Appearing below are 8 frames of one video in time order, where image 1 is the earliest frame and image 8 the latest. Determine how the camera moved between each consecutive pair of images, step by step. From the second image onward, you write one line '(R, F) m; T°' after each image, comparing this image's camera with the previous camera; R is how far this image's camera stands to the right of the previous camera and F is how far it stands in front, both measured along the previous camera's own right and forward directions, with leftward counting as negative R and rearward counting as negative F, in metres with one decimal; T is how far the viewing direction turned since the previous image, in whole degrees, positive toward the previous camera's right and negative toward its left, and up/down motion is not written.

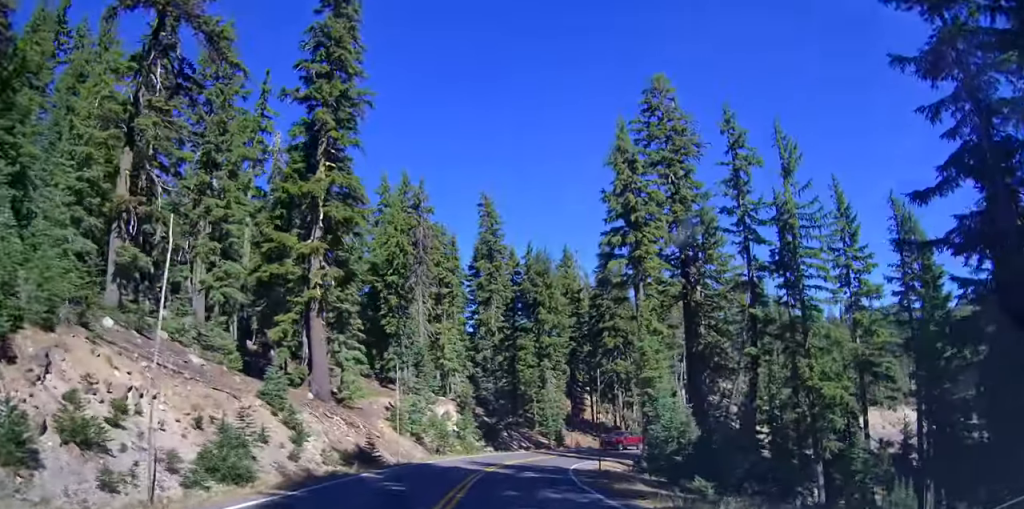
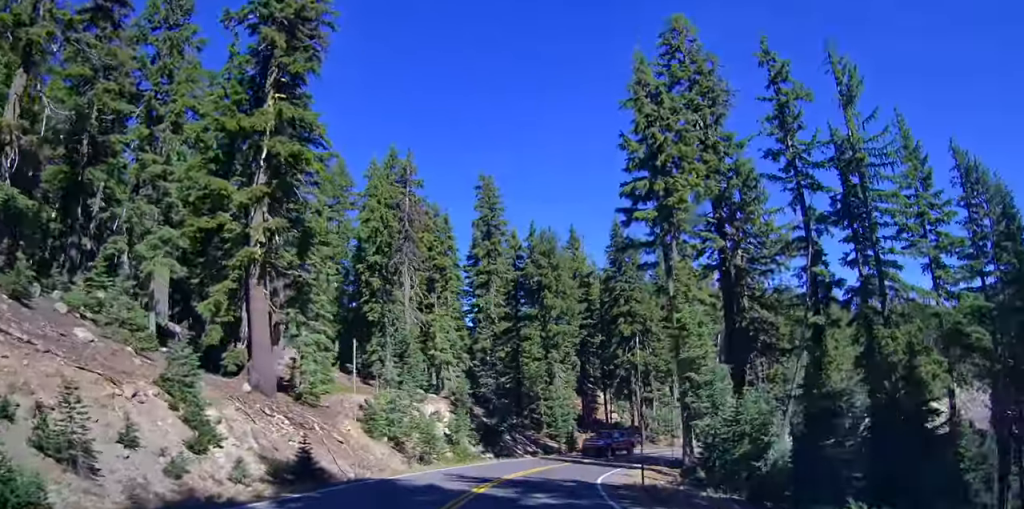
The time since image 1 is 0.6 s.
(-0.3, +7.5) m; -1°
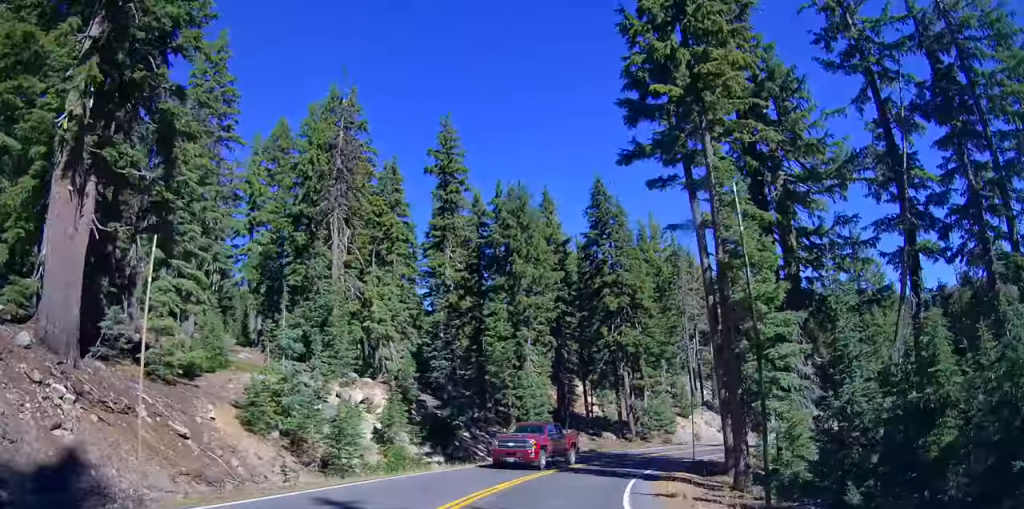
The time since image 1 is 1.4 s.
(+0.1, +10.6) m; +5°
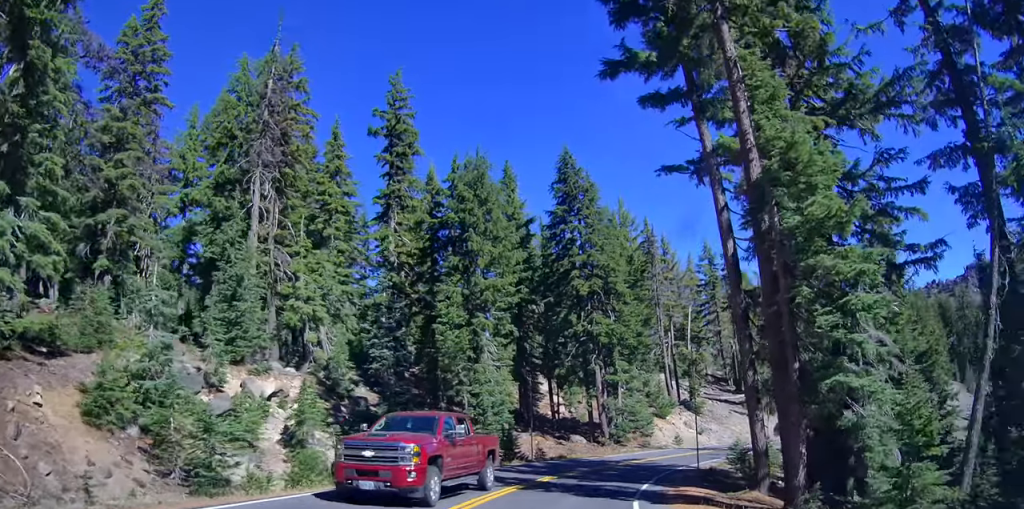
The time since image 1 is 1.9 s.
(+0.6, +6.6) m; +3°
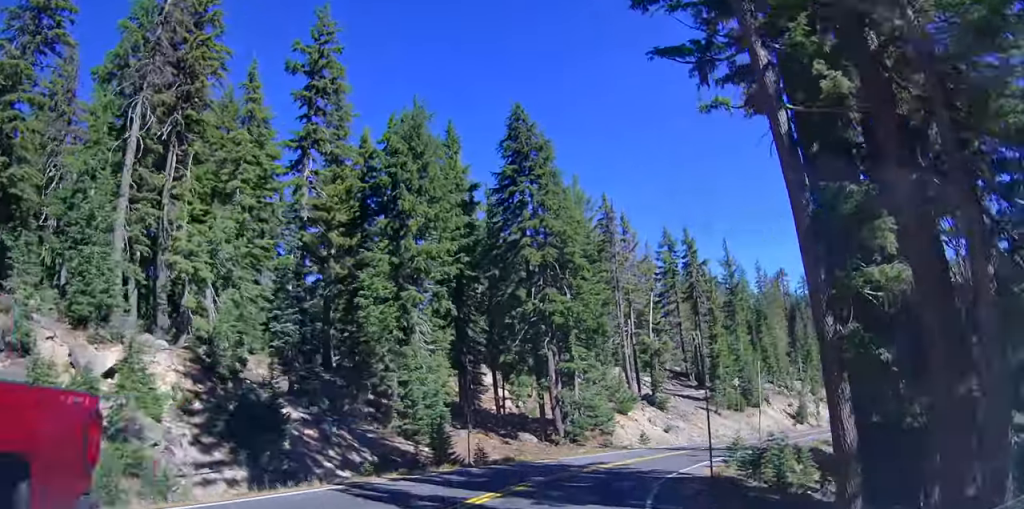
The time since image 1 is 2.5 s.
(+0.3, +7.5) m; +2°
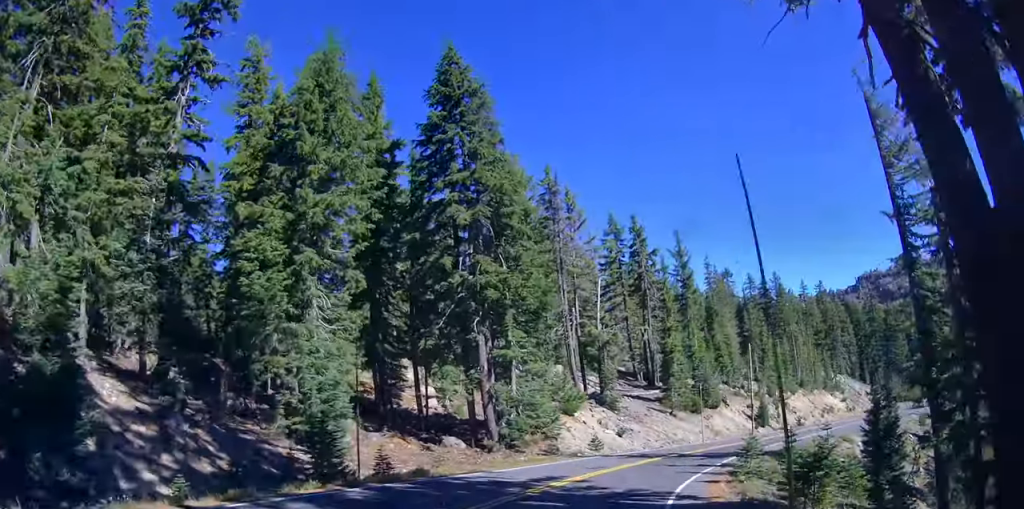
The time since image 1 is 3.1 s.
(0.0, +8.0) m; 0°
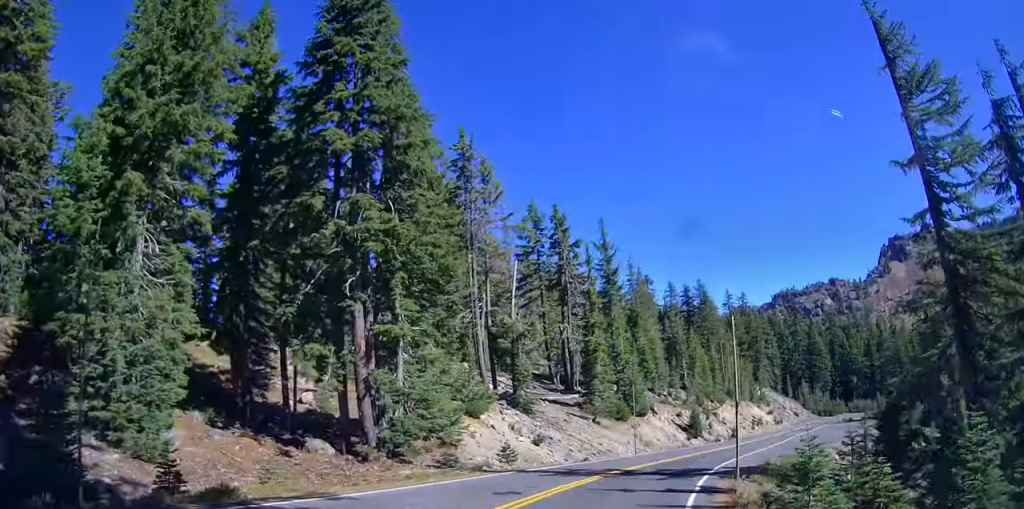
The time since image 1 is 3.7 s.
(0.0, +8.6) m; +7°
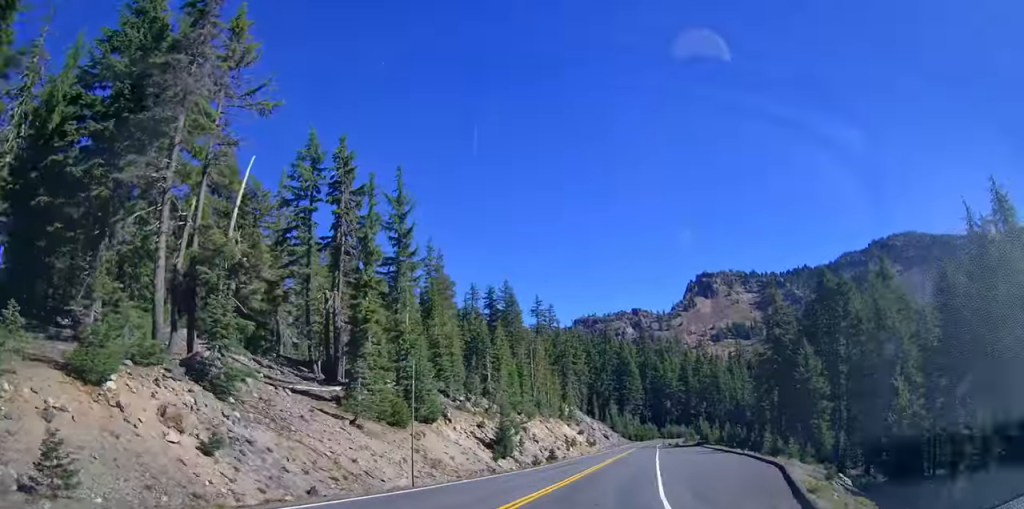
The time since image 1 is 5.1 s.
(+3.3, +17.5) m; +20°
